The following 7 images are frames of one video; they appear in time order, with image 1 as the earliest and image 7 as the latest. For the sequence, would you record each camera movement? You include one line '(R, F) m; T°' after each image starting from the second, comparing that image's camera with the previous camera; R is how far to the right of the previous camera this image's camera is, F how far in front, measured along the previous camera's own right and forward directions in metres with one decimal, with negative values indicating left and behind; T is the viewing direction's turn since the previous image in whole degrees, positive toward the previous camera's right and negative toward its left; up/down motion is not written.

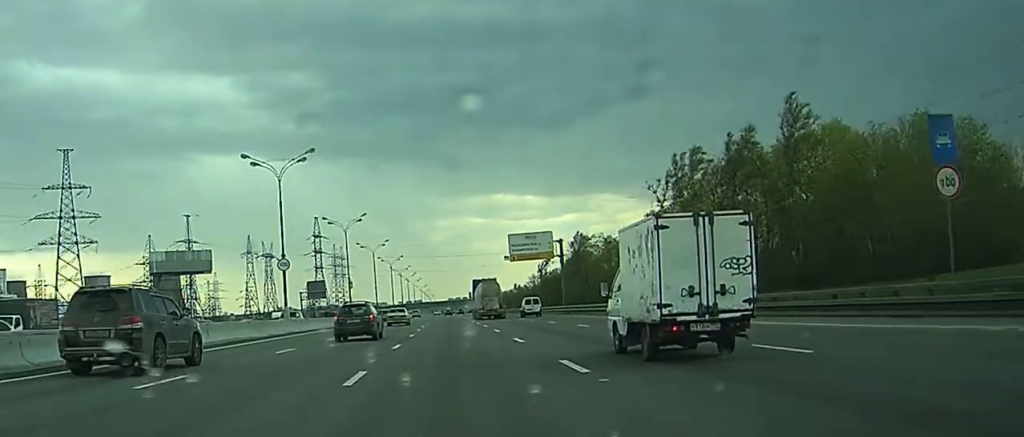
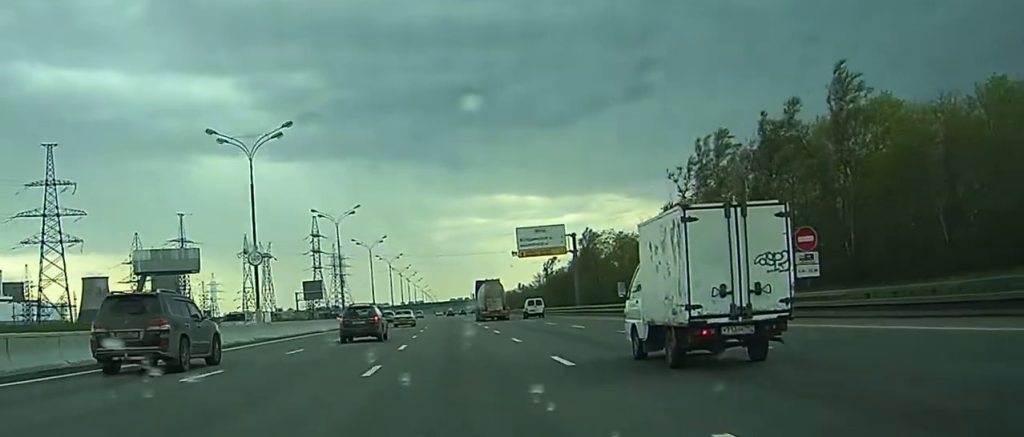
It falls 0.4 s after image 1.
(0.0, +11.0) m; 0°
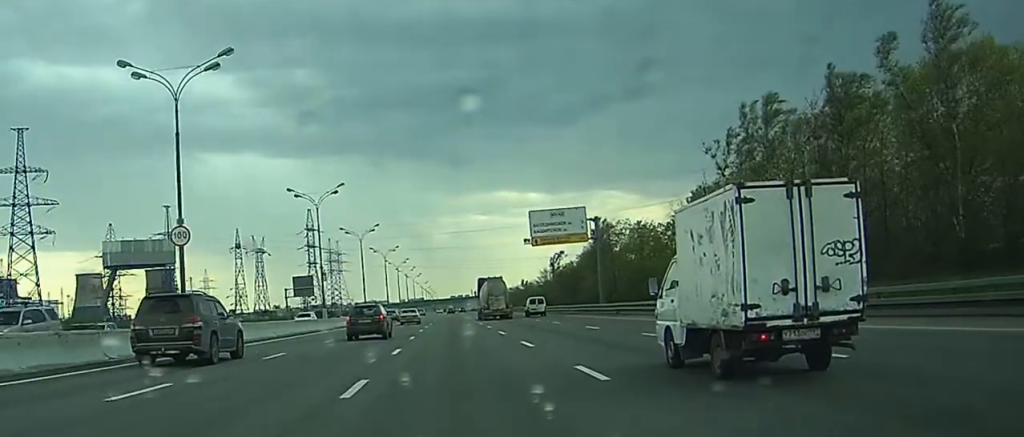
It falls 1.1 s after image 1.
(-0.1, +16.9) m; 0°
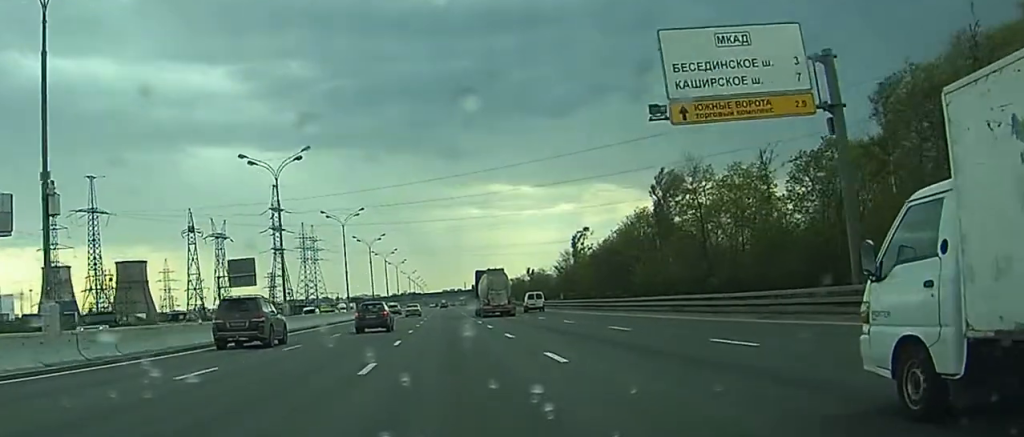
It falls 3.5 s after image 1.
(+0.3, +57.4) m; +1°
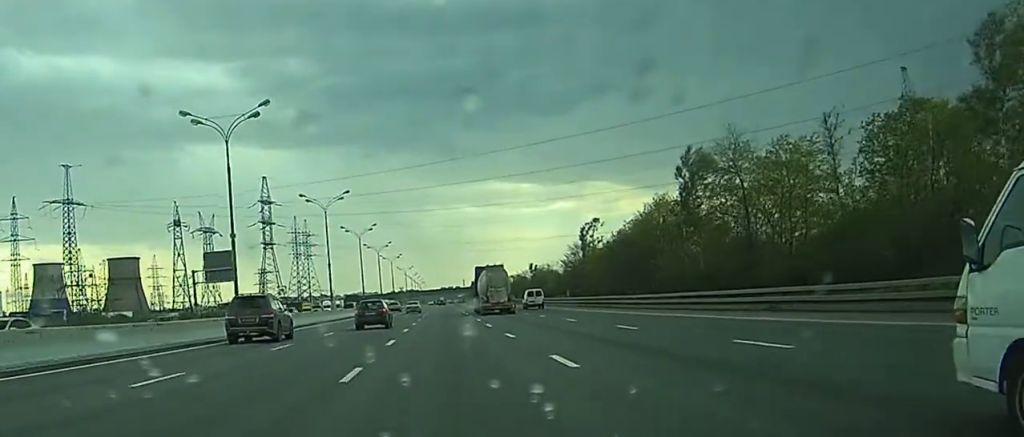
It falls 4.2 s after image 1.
(0.0, +14.1) m; 0°
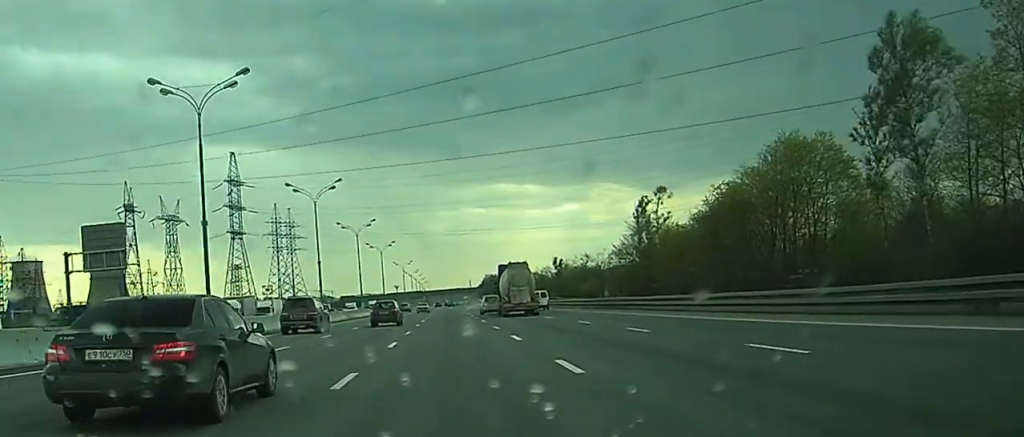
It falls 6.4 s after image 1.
(+0.1, +45.4) m; 0°
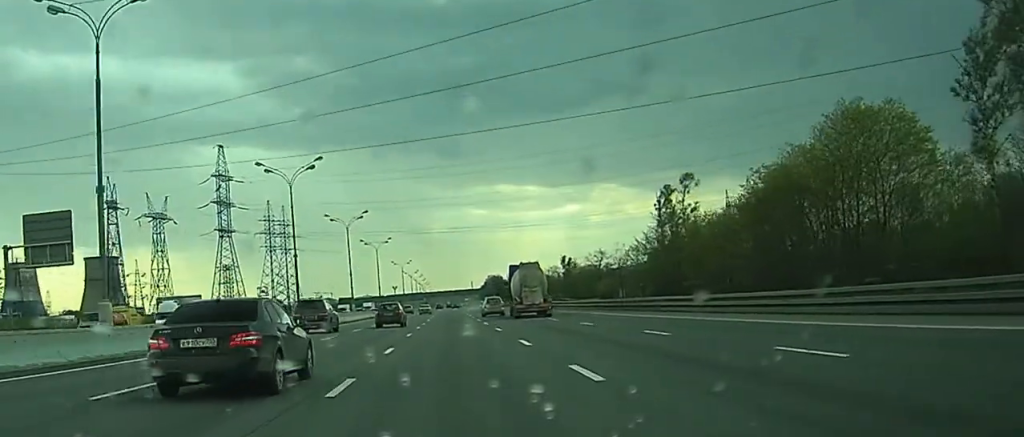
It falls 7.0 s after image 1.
(0.0, +11.1) m; 0°
